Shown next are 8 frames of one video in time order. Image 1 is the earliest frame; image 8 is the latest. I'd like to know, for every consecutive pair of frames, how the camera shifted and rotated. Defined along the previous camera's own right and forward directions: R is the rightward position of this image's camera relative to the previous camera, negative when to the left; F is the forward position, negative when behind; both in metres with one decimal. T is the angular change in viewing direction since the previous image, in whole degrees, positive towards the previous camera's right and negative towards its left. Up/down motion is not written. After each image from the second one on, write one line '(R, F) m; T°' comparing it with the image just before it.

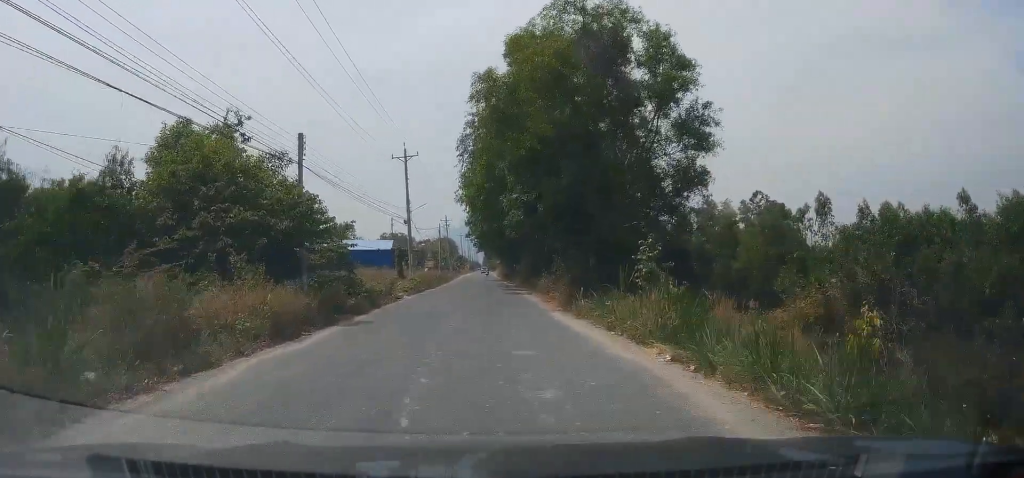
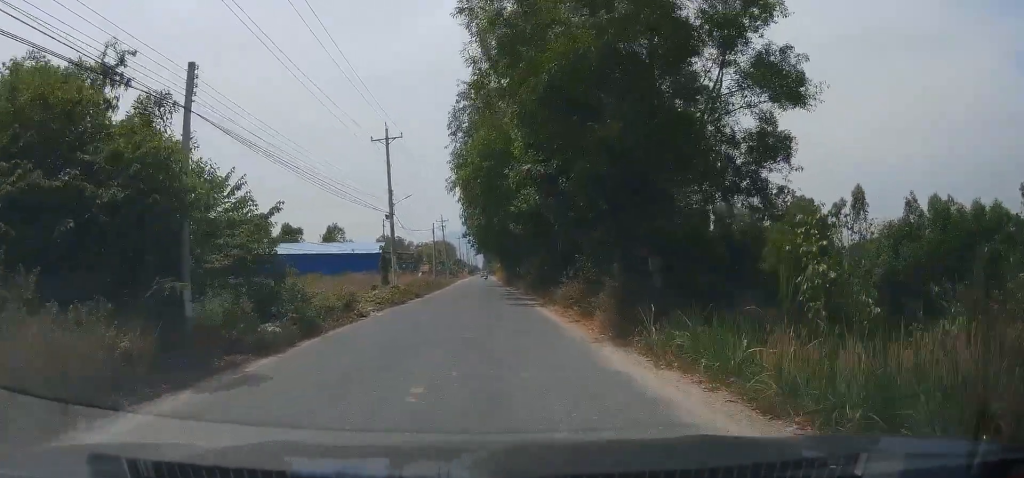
(0.0, +8.6) m; +1°
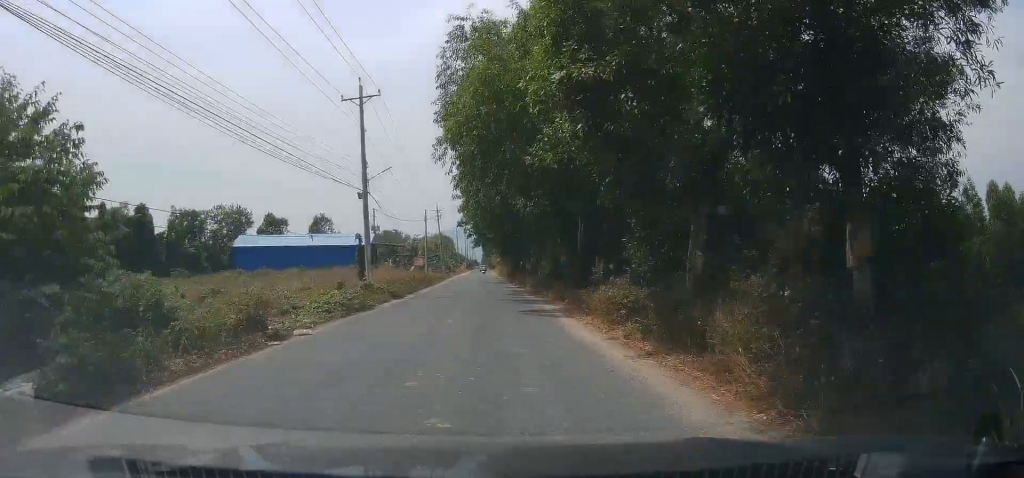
(0.0, +8.9) m; +1°
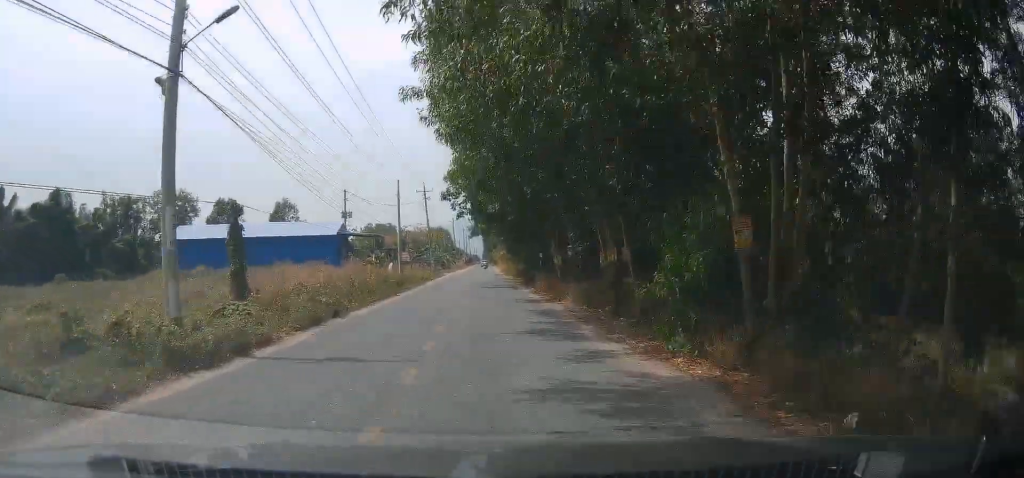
(+0.9, +20.6) m; +3°
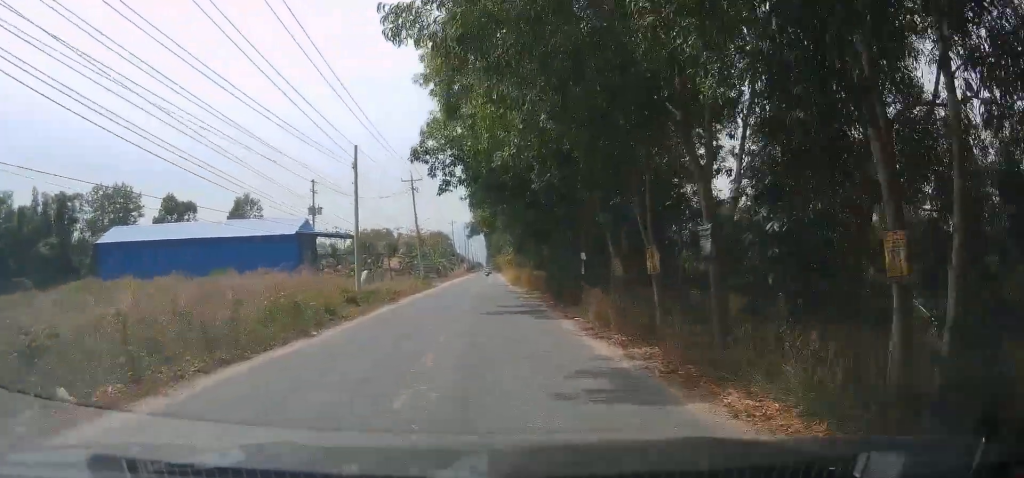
(+0.1, +15.2) m; -1°
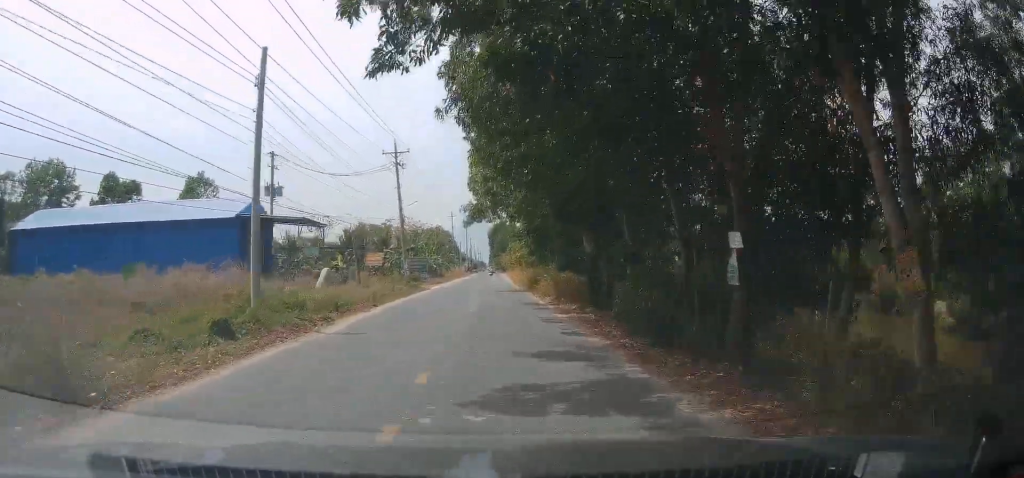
(-0.3, +14.0) m; -1°
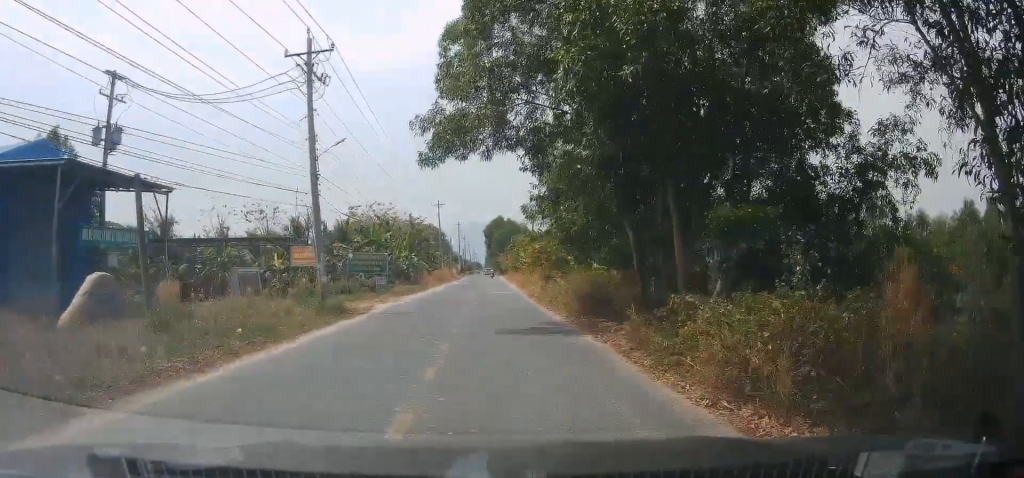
(-0.2, +23.4) m; -1°
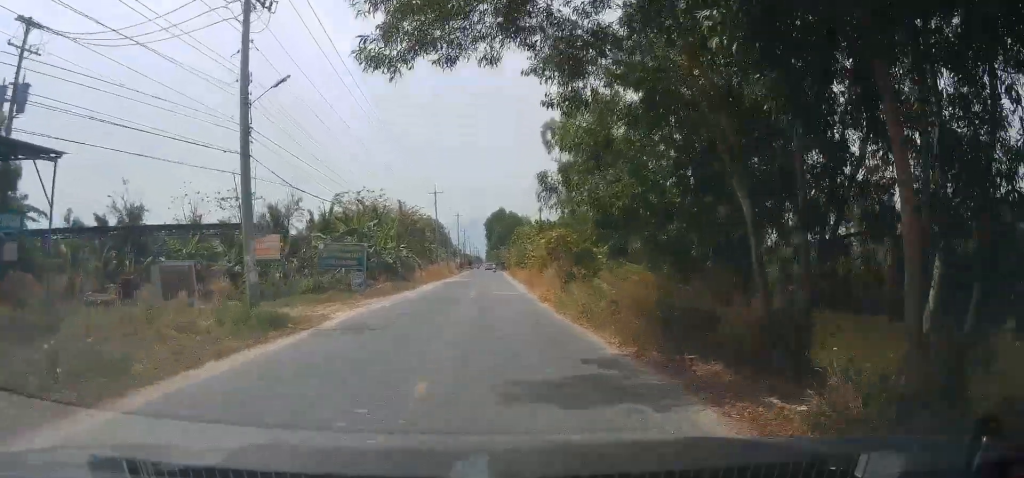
(0.0, +7.7) m; 0°
